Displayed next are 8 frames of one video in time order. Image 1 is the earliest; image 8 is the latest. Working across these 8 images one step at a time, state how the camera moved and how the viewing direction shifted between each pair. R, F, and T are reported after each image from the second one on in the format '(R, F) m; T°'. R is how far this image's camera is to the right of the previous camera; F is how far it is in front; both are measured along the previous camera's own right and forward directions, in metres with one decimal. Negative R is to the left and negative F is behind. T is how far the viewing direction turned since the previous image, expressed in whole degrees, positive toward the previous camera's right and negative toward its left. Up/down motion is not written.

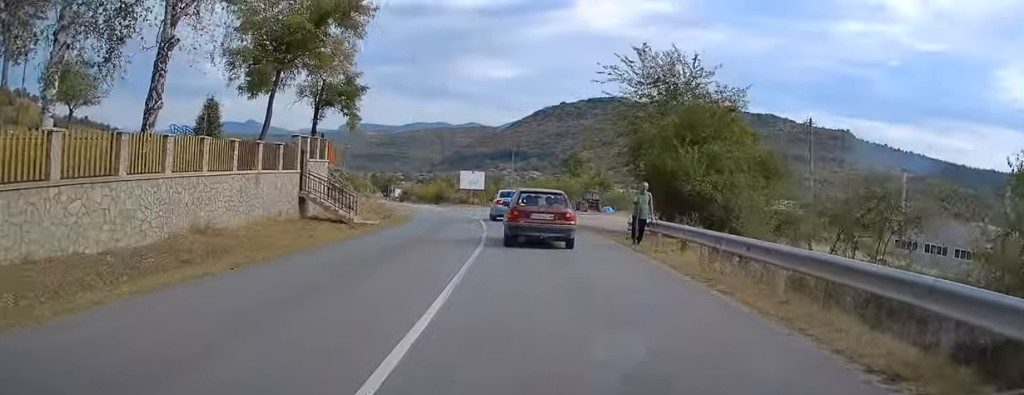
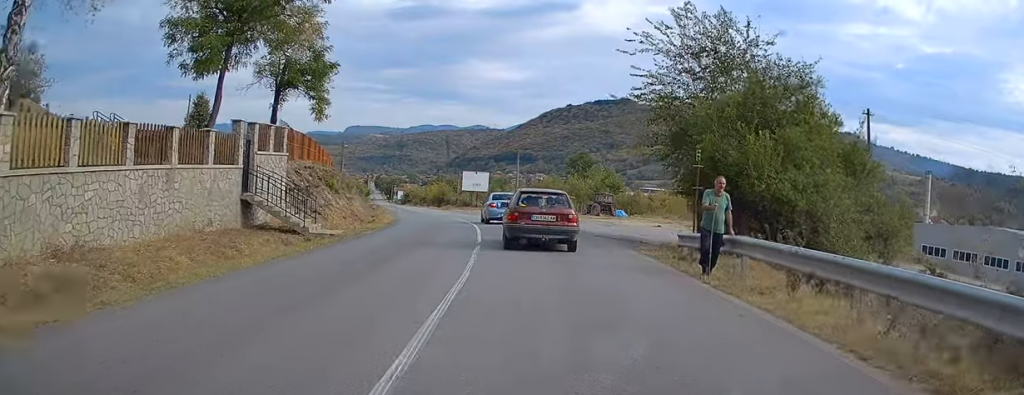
(-0.2, +6.2) m; -1°
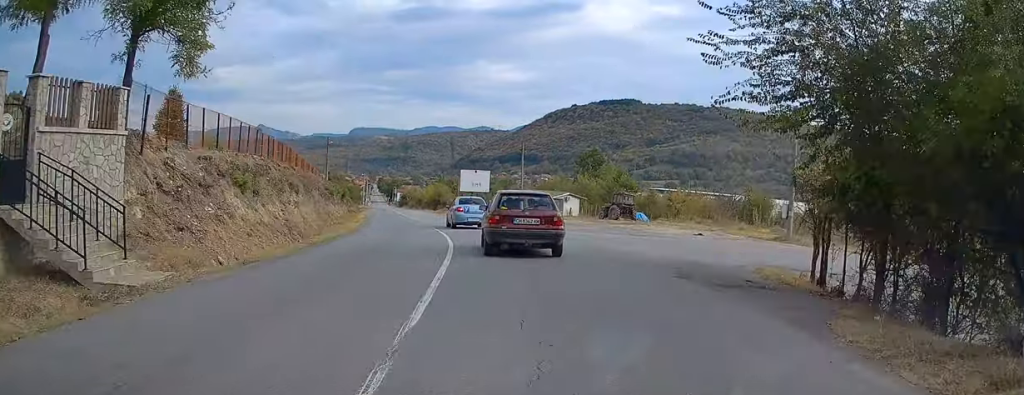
(0.0, +11.1) m; 0°
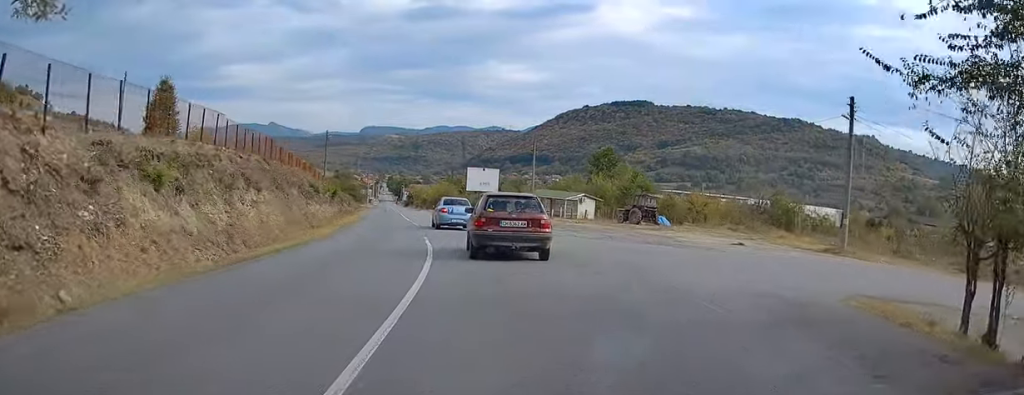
(0.0, +6.2) m; -2°
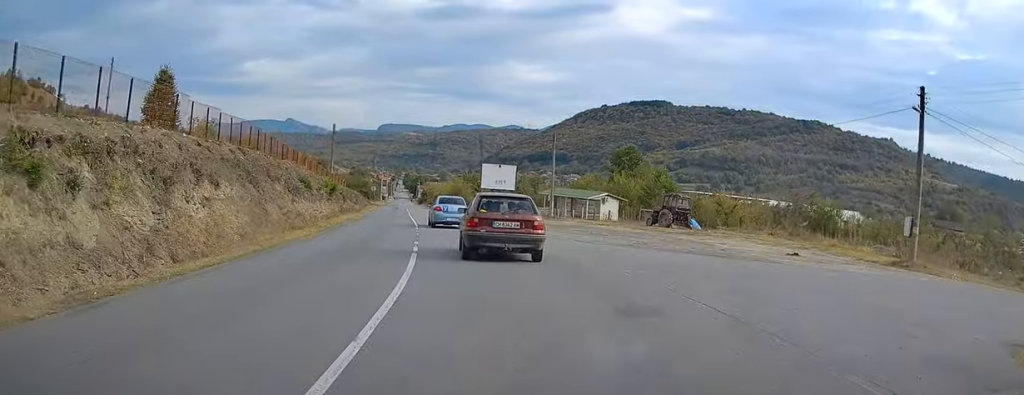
(+0.2, +5.5) m; -2°
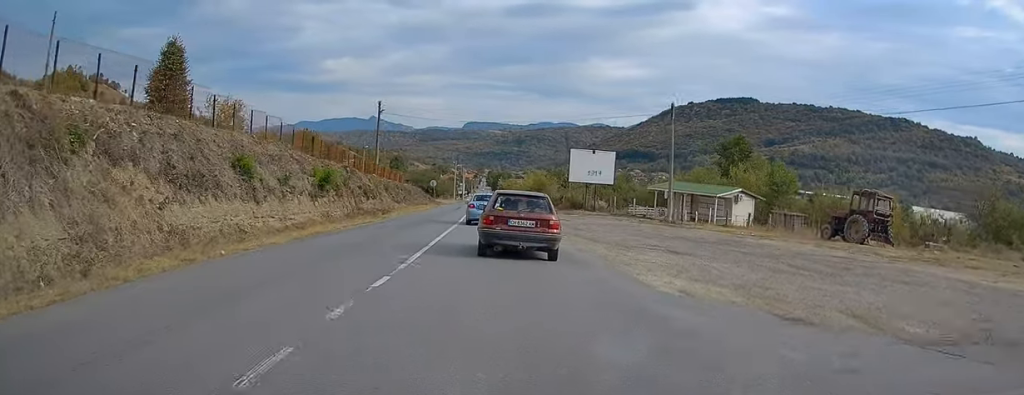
(-1.0, +19.2) m; -4°
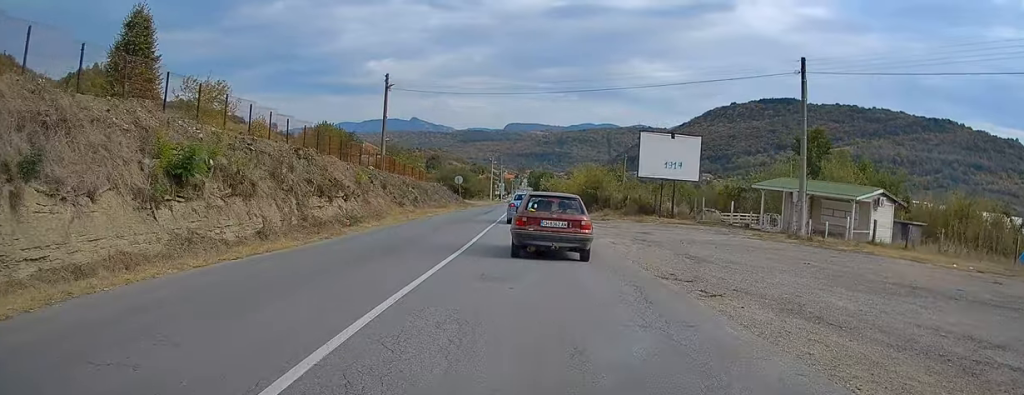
(-1.1, +15.8) m; -6°
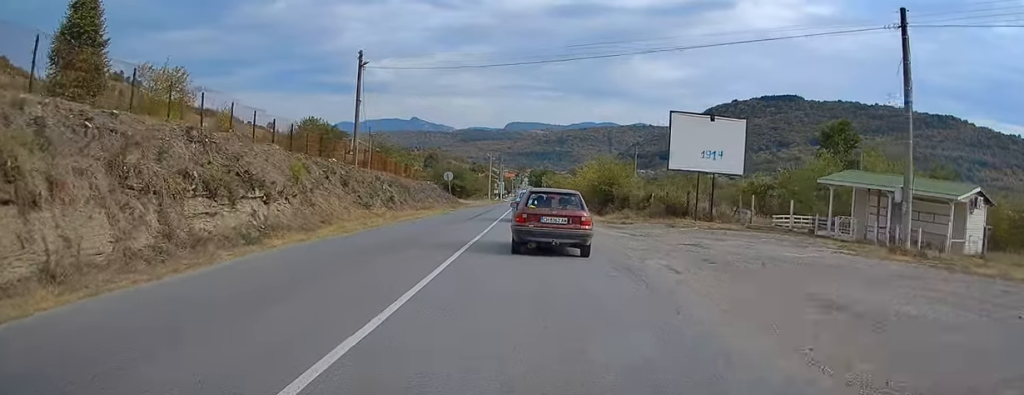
(-0.1, +8.8) m; 0°
